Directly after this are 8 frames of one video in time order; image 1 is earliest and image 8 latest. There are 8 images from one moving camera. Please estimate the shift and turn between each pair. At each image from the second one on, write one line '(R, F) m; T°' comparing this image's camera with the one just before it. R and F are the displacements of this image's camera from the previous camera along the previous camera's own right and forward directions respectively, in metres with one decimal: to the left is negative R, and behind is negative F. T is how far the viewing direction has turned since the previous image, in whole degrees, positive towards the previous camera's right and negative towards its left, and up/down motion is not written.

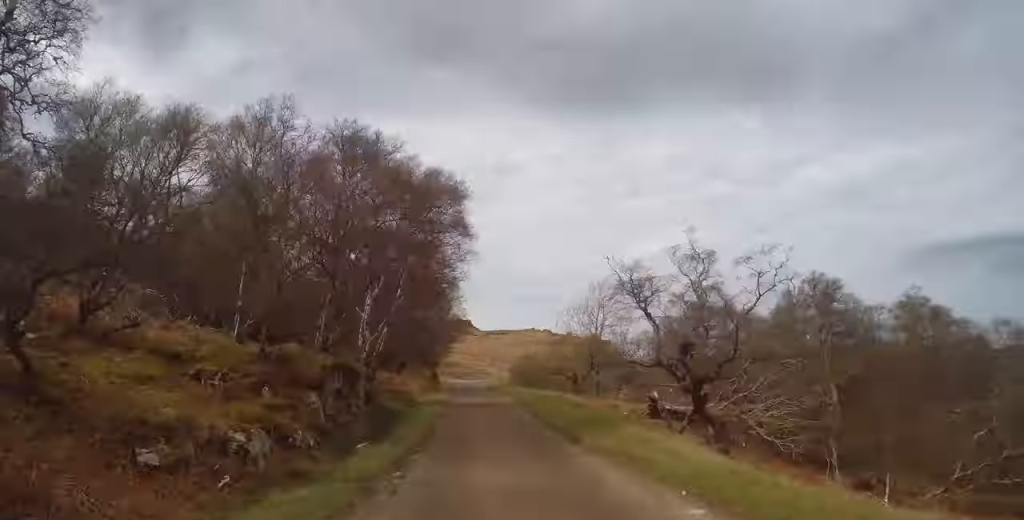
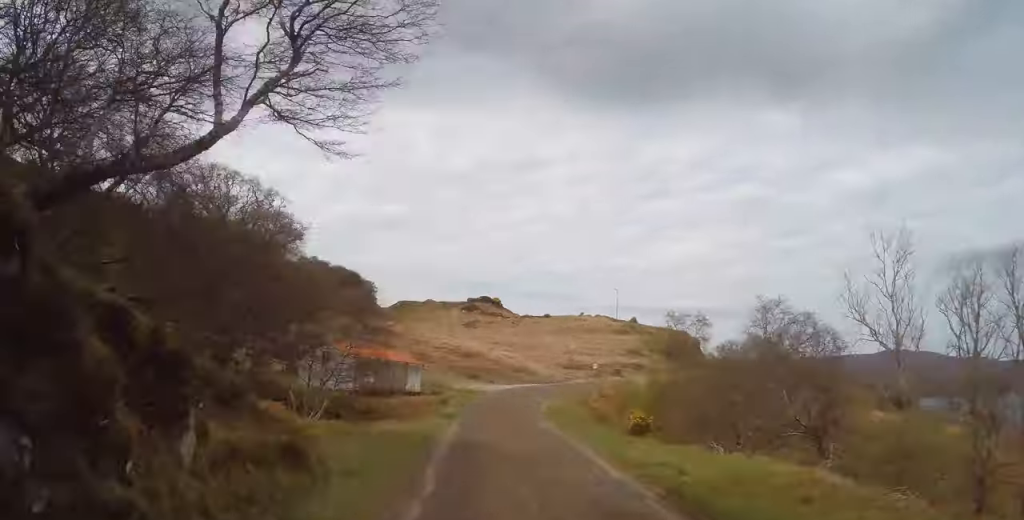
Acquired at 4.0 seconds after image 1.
(+3.0, +56.1) m; +10°
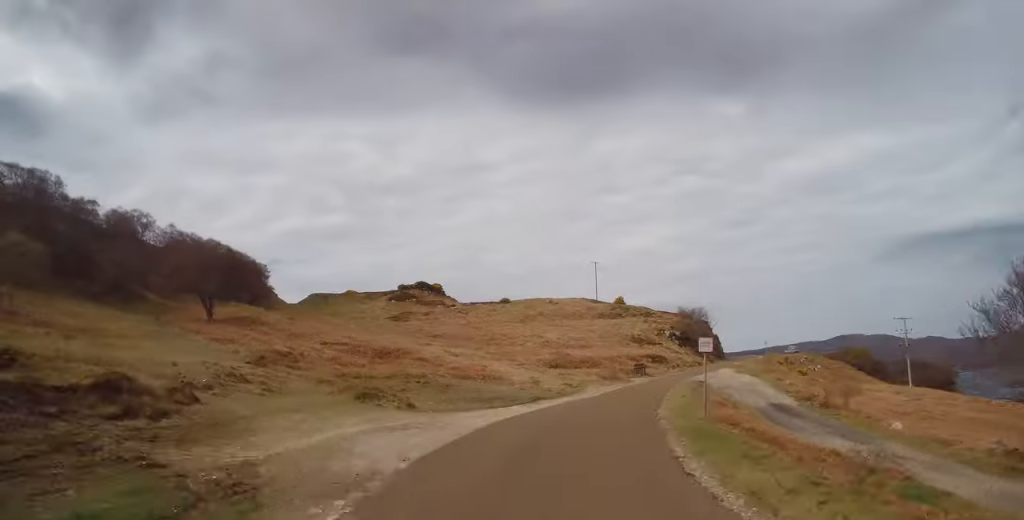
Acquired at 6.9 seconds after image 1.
(+0.6, +41.1) m; +11°
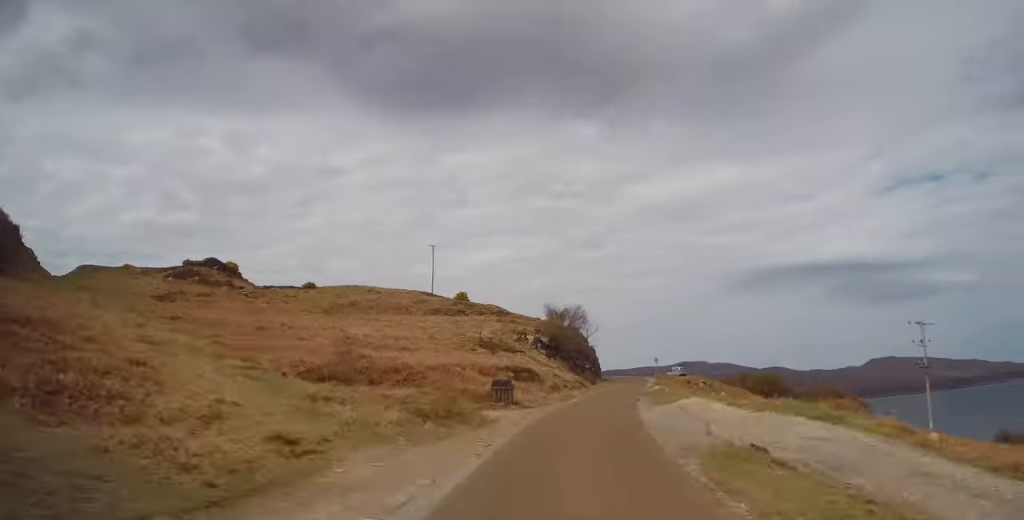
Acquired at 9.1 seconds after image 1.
(+6.7, +29.0) m; +4°
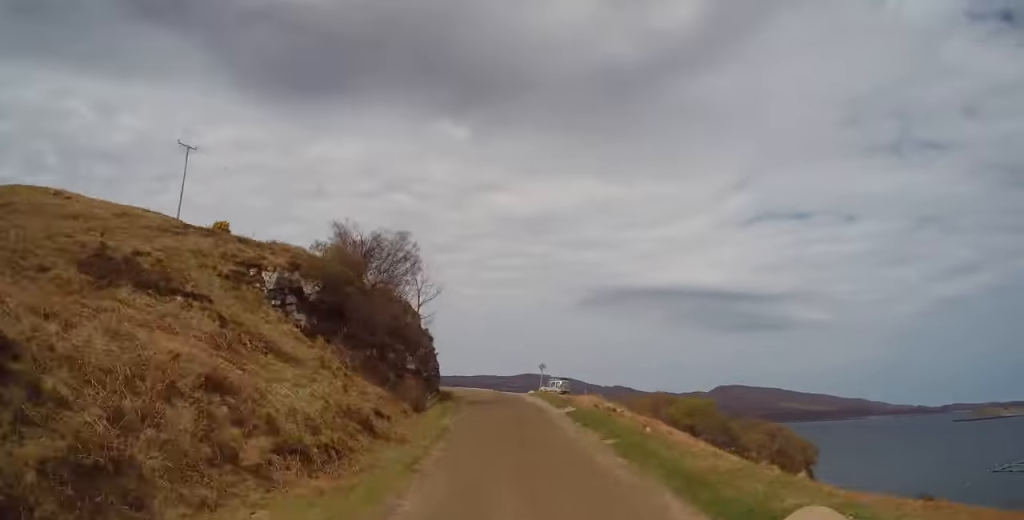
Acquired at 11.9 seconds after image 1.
(+1.9, +37.6) m; -2°
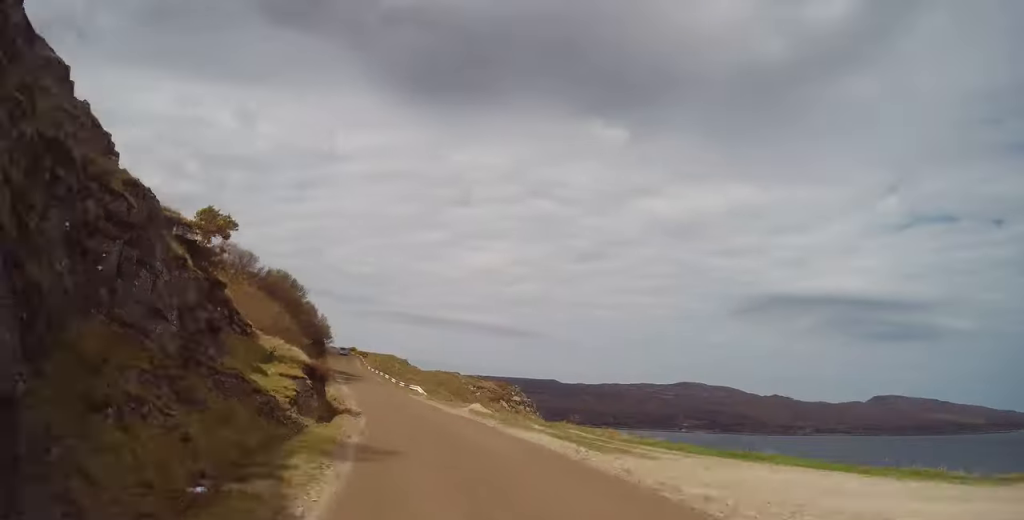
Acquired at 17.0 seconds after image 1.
(-9.1, +63.8) m; -13°
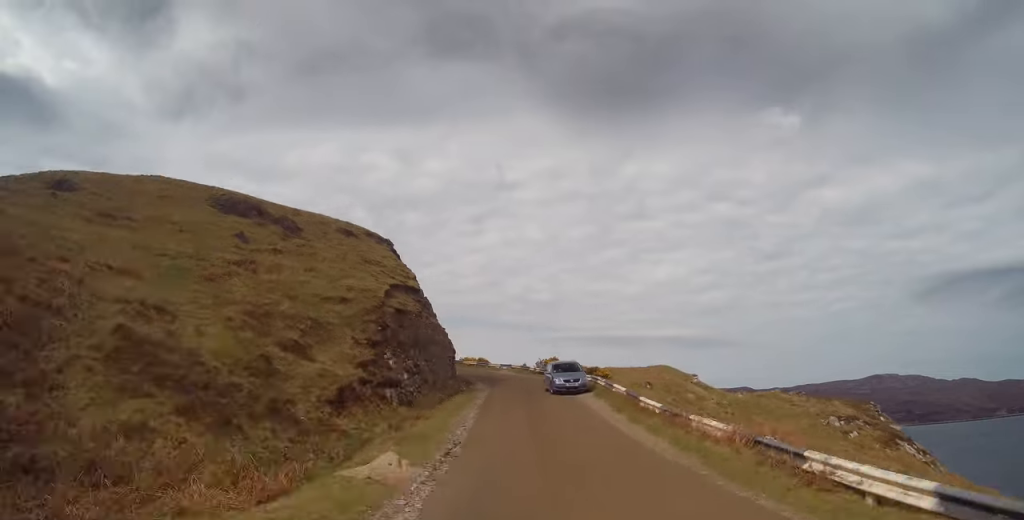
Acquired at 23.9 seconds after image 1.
(-6.9, +82.8) m; -13°
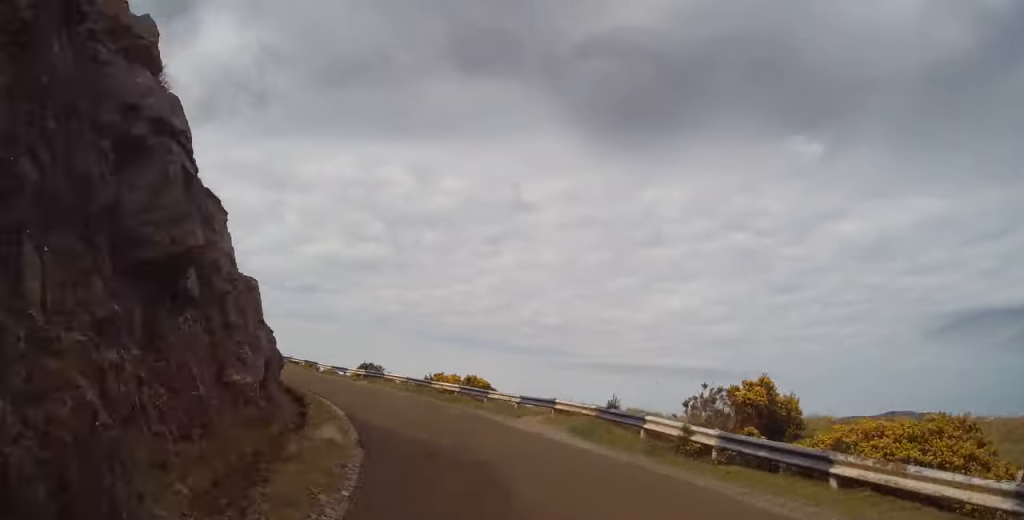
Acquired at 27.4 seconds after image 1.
(-2.6, +38.6) m; -16°
